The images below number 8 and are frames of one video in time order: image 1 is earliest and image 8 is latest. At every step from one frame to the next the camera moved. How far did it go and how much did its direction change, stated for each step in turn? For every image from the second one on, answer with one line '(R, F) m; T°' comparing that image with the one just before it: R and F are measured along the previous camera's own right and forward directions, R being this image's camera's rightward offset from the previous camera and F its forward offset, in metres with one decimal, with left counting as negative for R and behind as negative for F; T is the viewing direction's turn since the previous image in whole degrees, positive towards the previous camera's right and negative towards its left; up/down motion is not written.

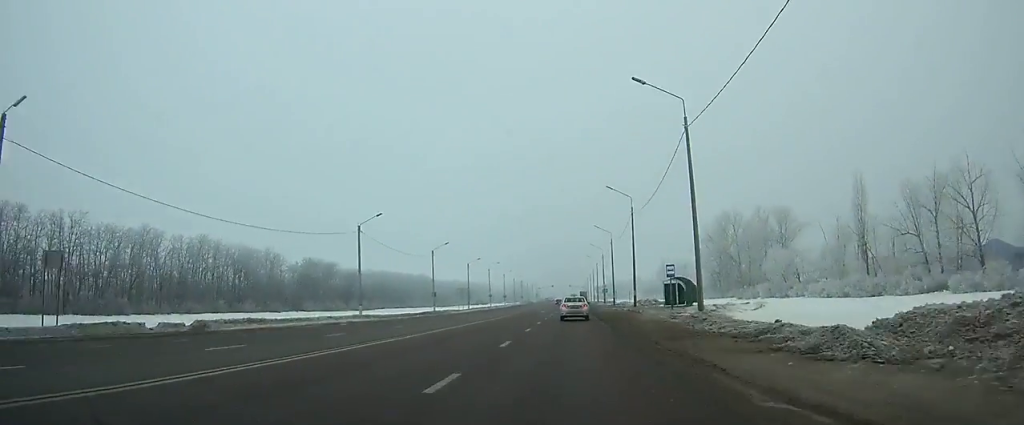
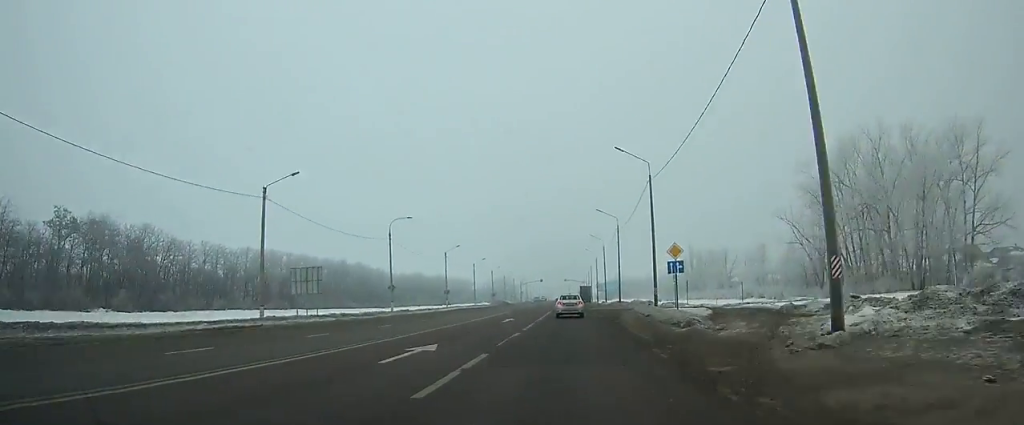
(+0.6, +74.4) m; 0°
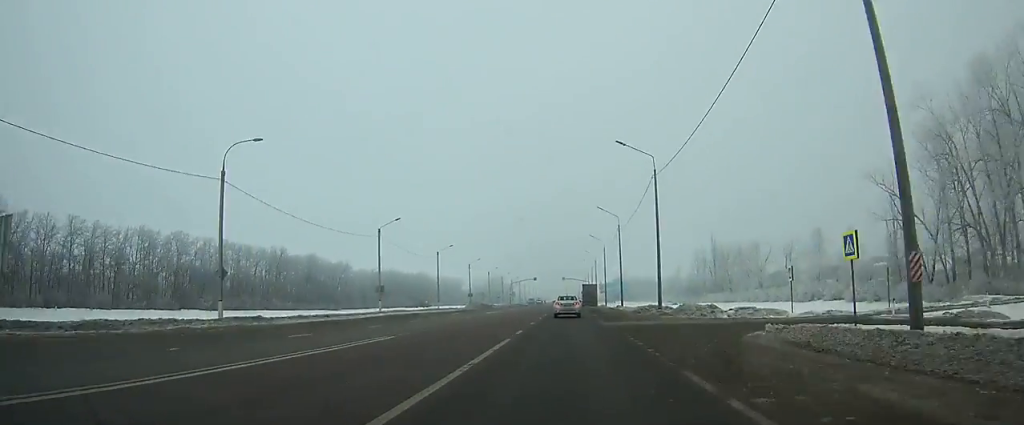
(0.0, +32.8) m; 0°
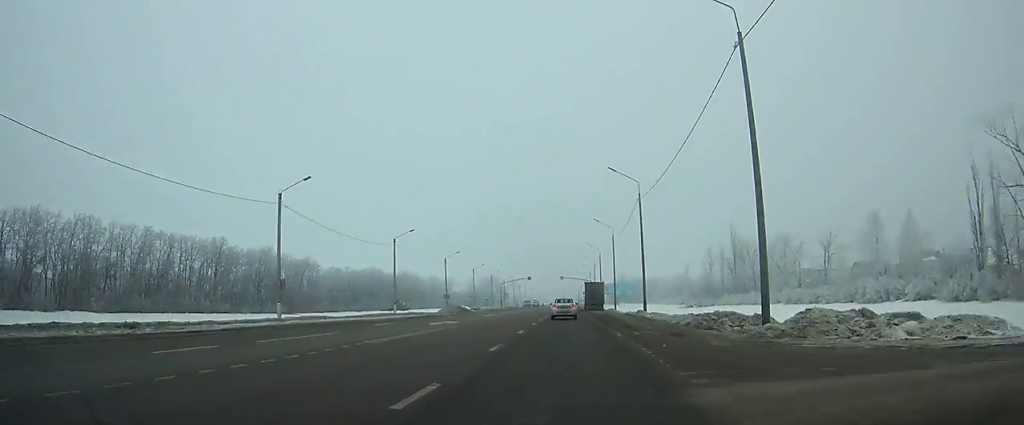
(-0.1, +22.8) m; 0°
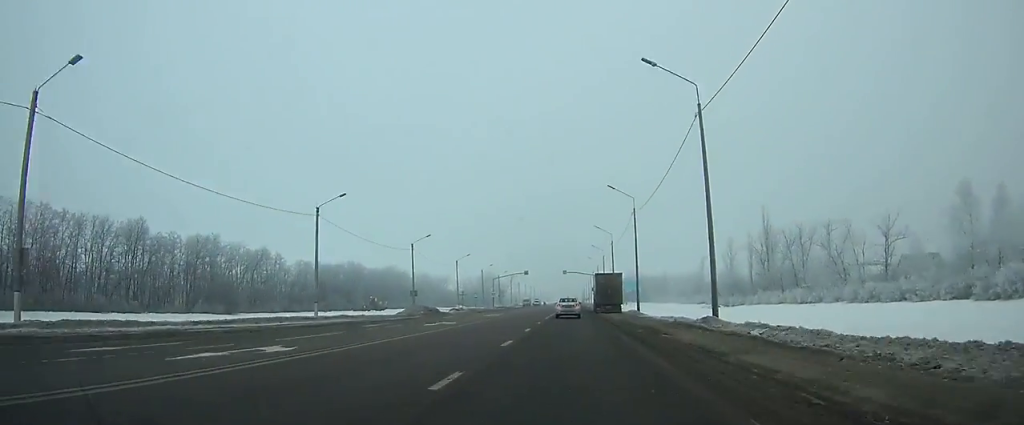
(0.0, +23.2) m; 0°
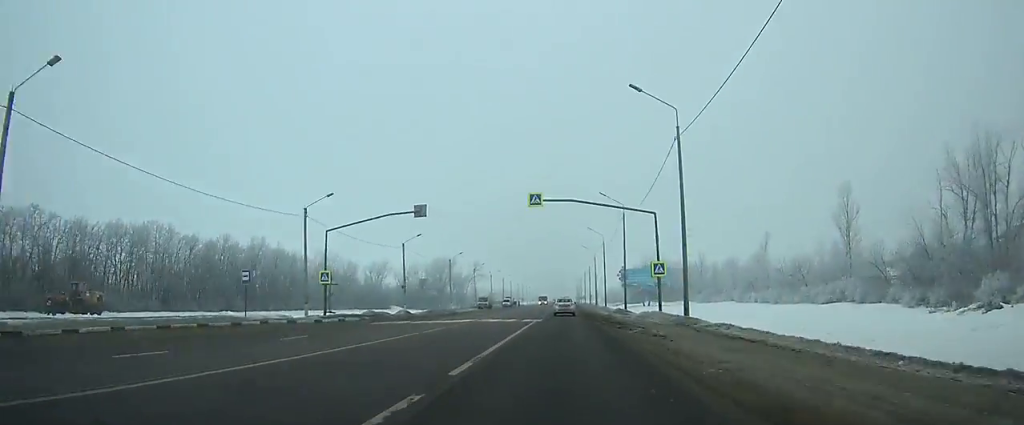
(+1.6, +93.5) m; +1°
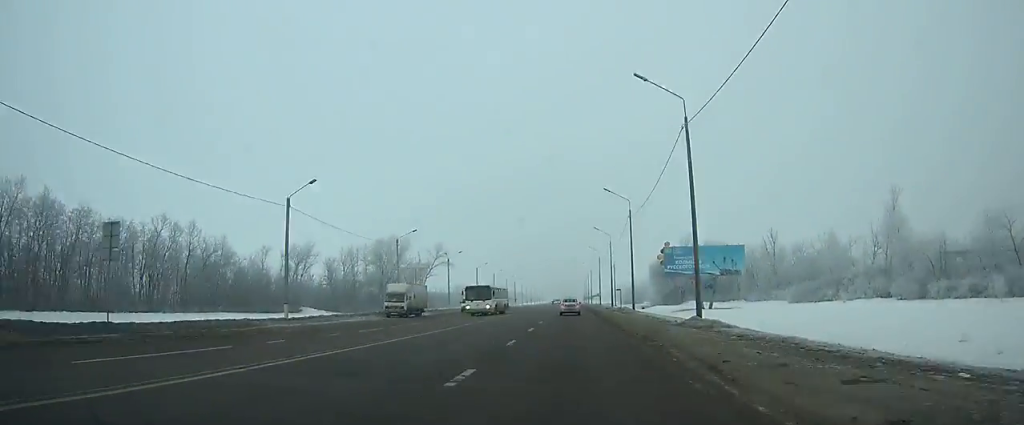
(-0.4, +68.2) m; -1°
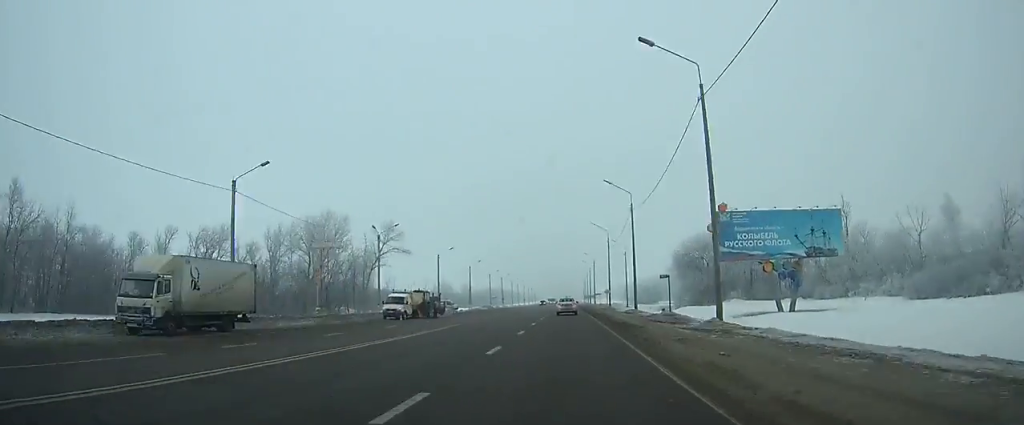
(-0.1, +37.4) m; 0°
